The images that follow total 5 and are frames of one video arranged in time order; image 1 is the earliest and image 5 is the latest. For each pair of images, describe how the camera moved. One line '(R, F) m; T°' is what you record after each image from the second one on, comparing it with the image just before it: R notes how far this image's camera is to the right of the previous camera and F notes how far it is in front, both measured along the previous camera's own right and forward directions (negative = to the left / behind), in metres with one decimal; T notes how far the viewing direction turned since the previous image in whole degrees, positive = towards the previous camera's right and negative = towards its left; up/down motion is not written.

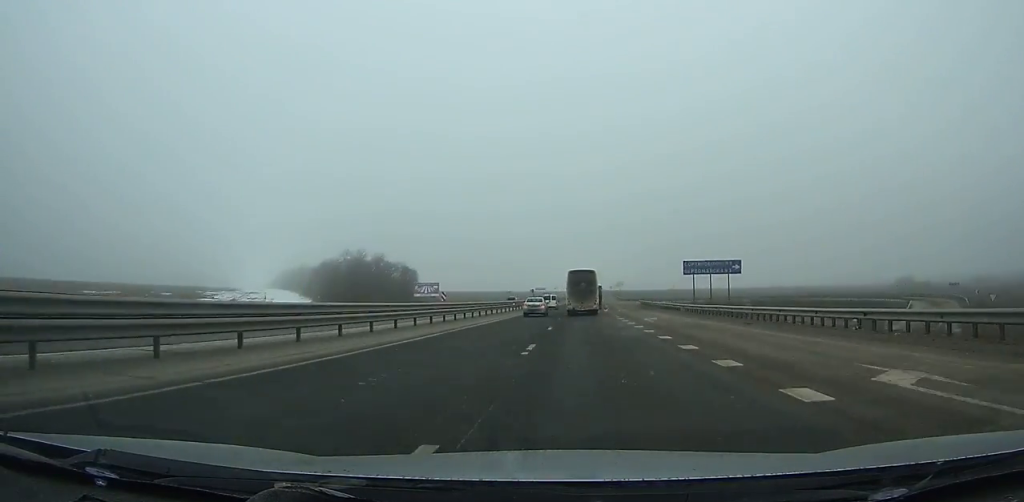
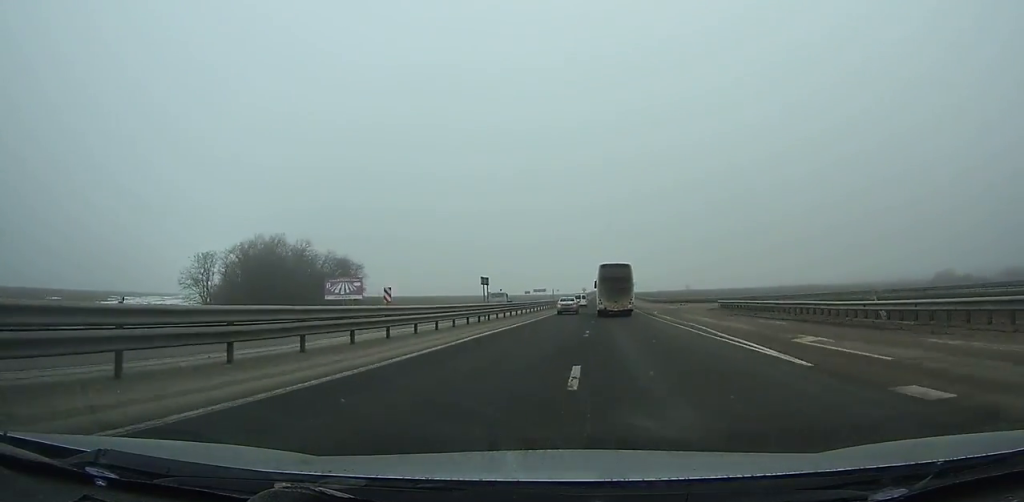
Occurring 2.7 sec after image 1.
(+0.1, +53.4) m; 0°
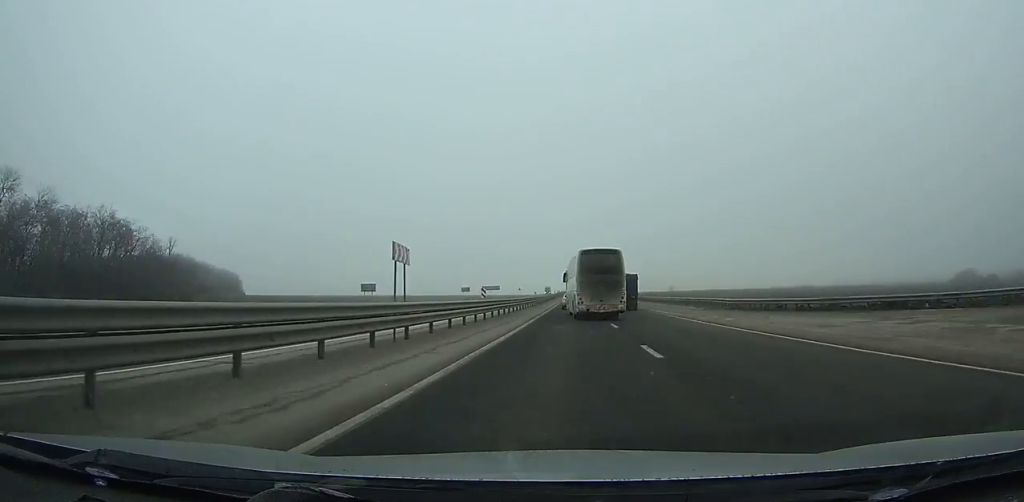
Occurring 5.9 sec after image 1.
(+0.4, +65.4) m; +1°
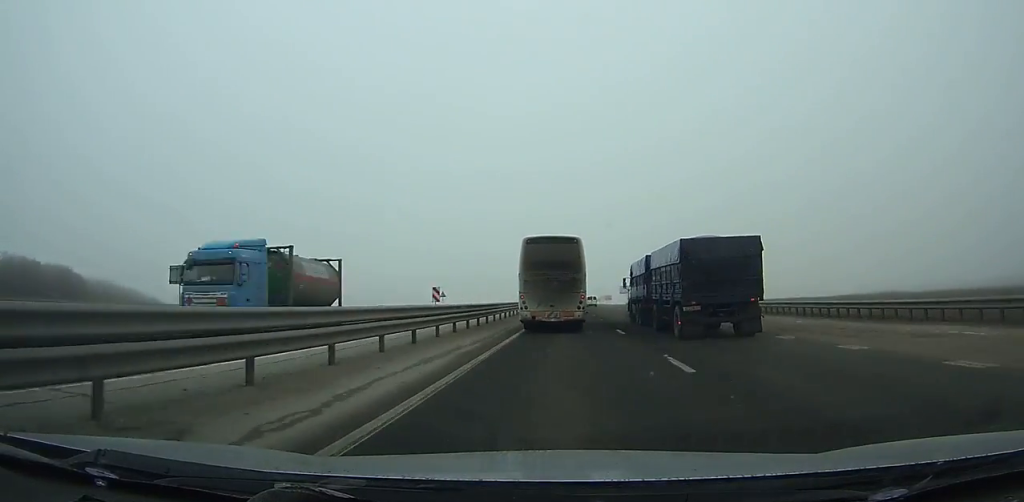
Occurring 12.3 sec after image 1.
(+0.5, +133.5) m; +1°
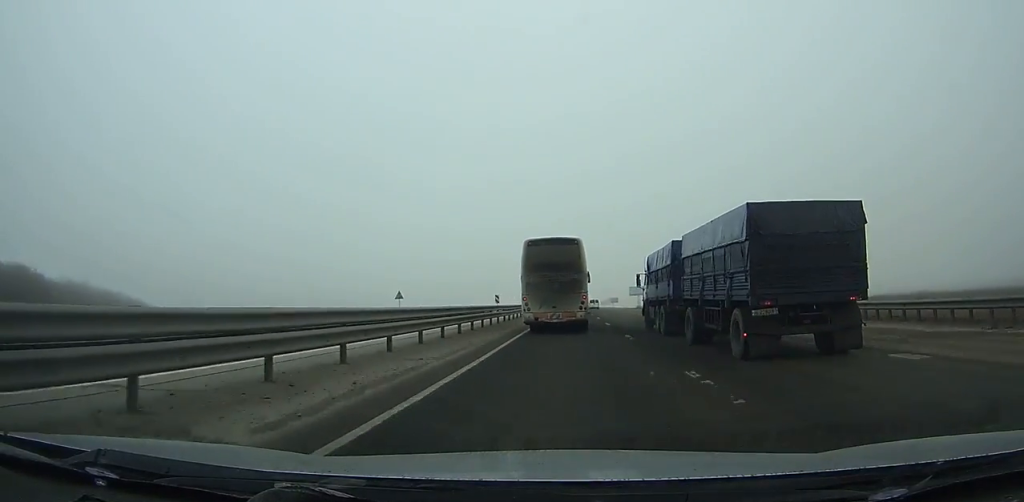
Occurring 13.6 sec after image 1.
(+0.2, +27.8) m; 0°
